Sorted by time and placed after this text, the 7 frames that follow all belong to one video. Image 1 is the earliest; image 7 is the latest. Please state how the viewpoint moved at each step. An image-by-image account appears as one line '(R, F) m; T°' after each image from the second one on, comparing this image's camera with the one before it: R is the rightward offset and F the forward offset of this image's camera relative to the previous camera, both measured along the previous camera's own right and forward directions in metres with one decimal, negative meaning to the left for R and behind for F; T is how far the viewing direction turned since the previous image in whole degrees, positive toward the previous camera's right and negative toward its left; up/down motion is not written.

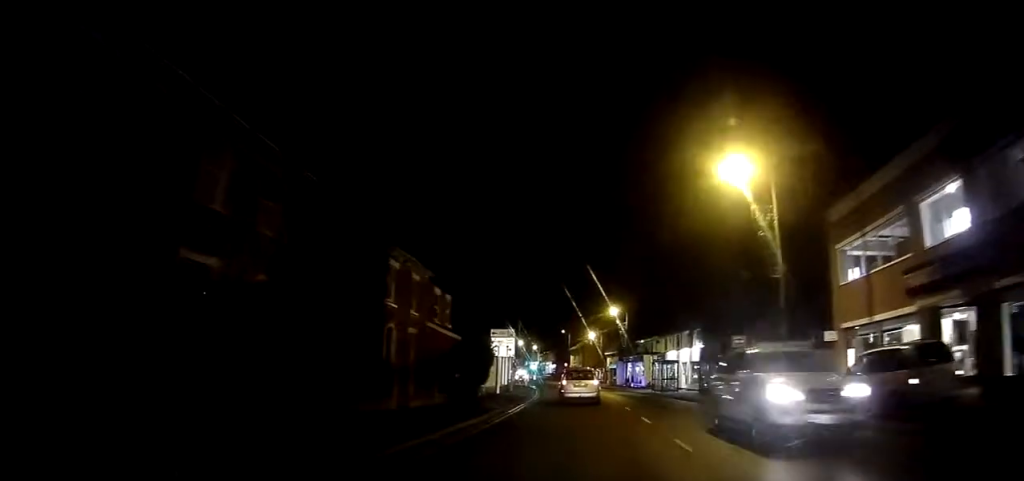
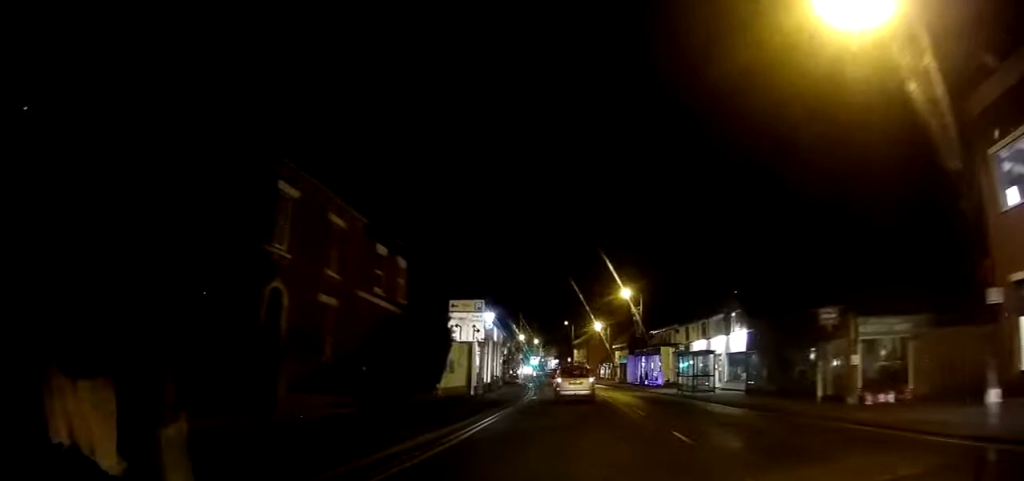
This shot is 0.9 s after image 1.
(0.0, +9.9) m; 0°
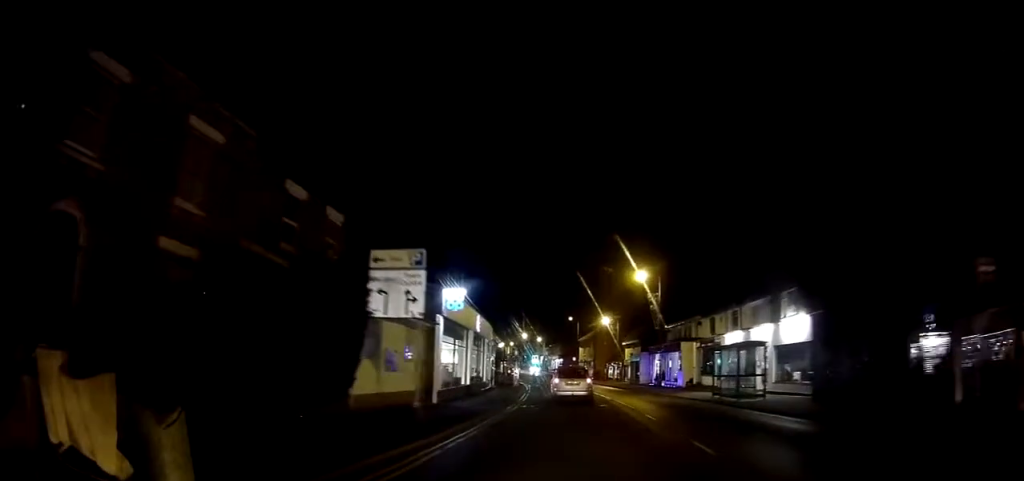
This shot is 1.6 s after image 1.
(0.0, +7.7) m; -1°
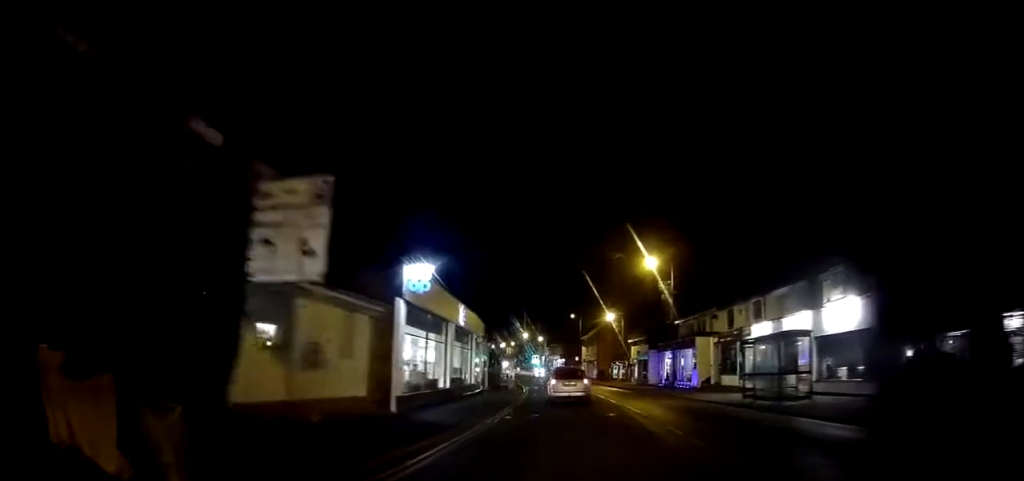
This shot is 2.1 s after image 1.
(0.0, +4.6) m; -1°
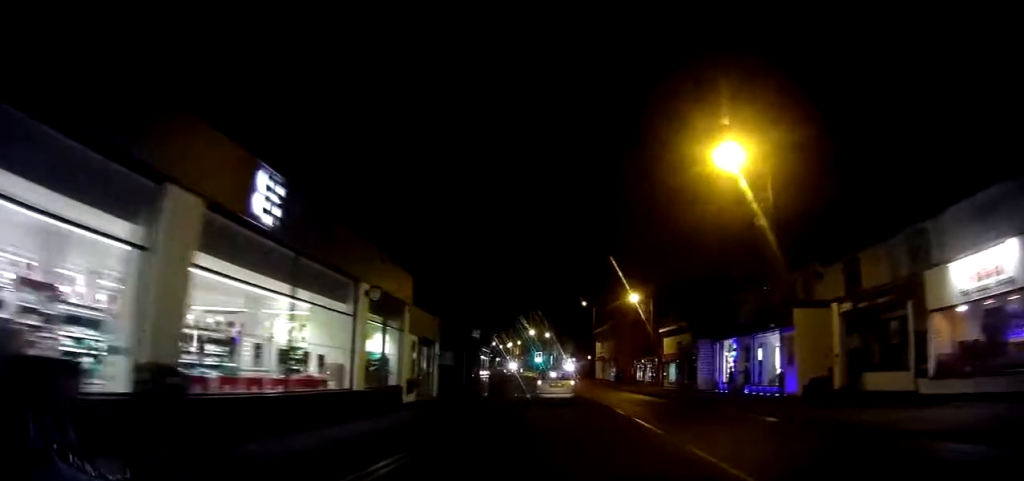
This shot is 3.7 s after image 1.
(-0.3, +16.7) m; -2°
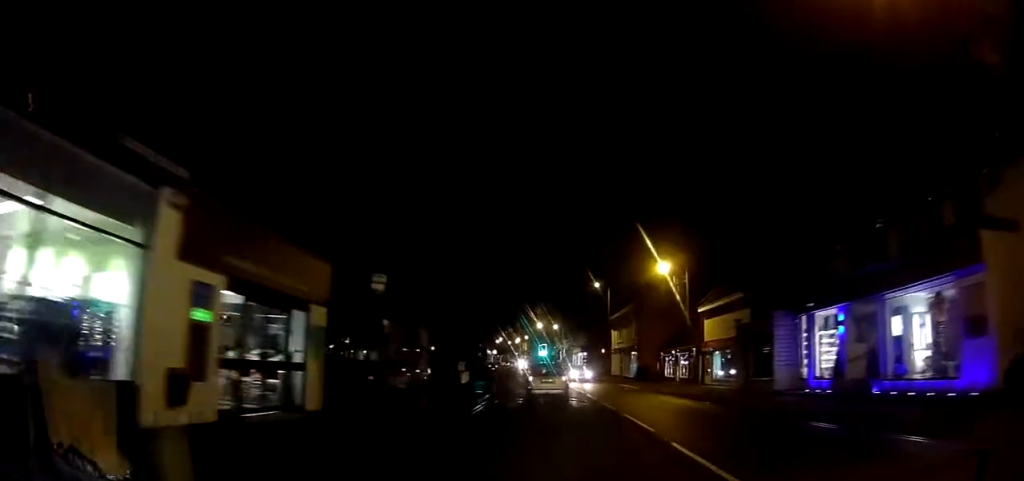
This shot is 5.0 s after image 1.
(-0.2, +11.8) m; -2°
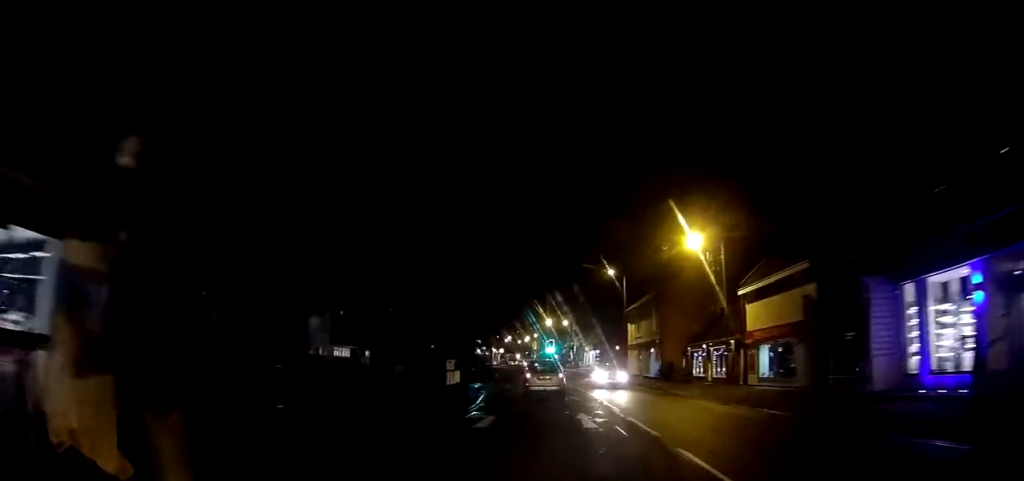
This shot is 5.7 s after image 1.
(0.0, +7.0) m; -2°
